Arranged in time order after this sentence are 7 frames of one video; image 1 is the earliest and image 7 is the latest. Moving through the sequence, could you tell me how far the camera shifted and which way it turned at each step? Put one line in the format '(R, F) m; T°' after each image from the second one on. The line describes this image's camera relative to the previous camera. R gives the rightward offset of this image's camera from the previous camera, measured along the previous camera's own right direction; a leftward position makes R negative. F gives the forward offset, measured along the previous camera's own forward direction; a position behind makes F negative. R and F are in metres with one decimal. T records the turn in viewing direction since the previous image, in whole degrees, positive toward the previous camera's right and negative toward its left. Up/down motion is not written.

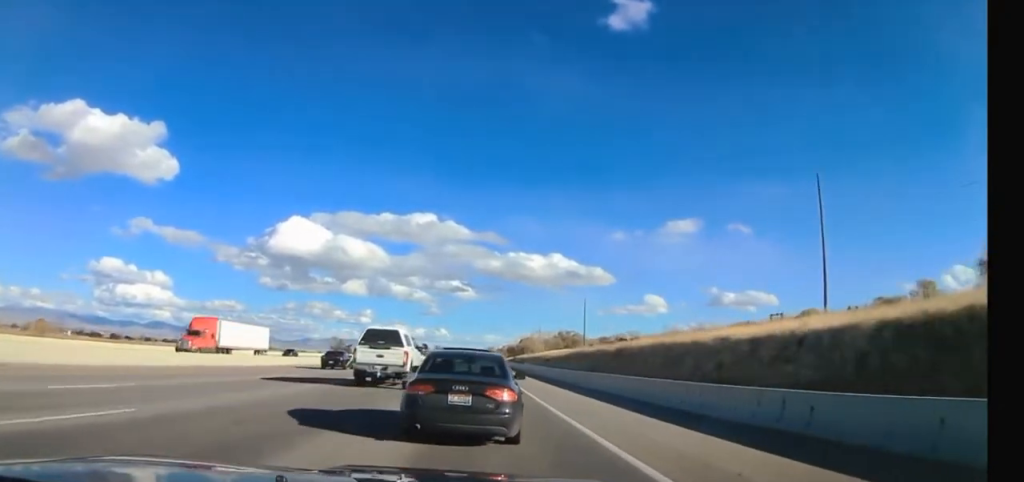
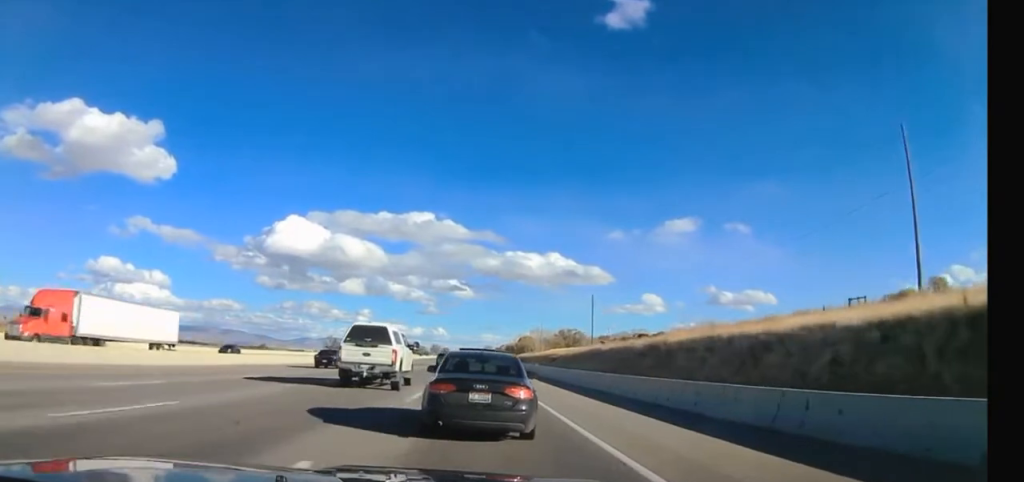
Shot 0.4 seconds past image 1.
(-0.3, +11.4) m; 0°
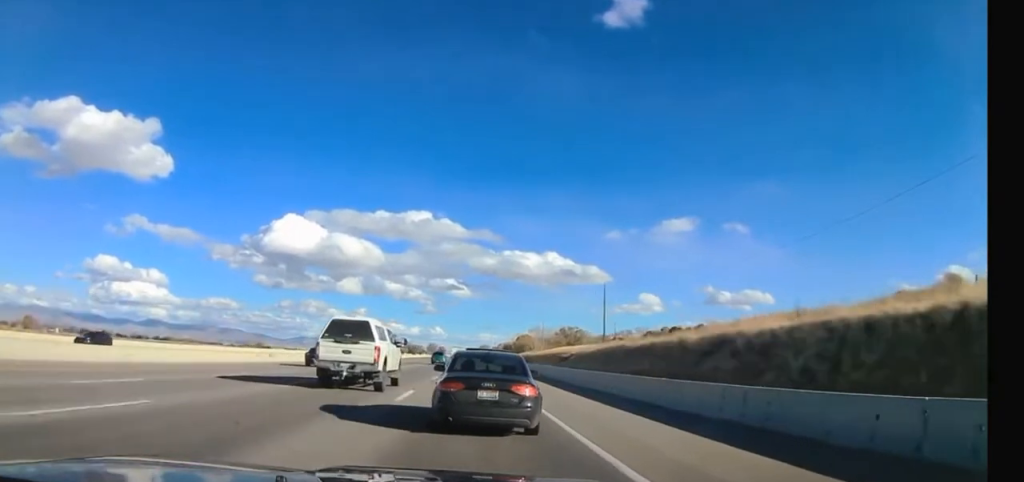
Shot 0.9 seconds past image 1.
(+0.1, +13.7) m; +1°
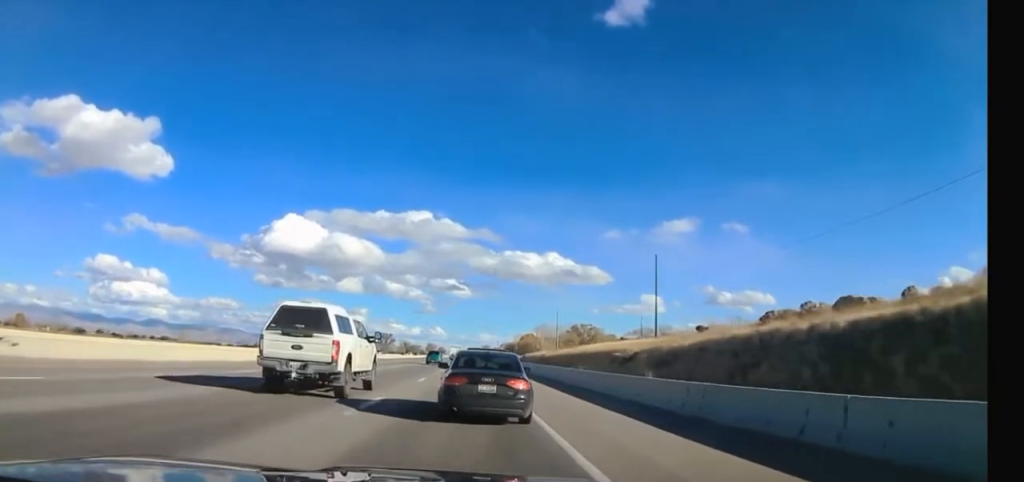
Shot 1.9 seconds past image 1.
(+0.6, +32.3) m; +2°
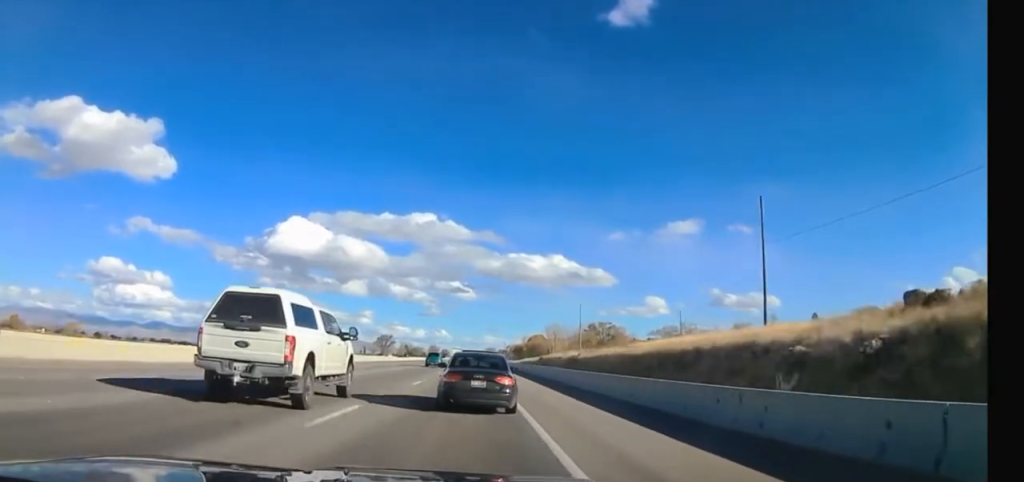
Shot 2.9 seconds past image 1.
(+0.3, +32.9) m; 0°
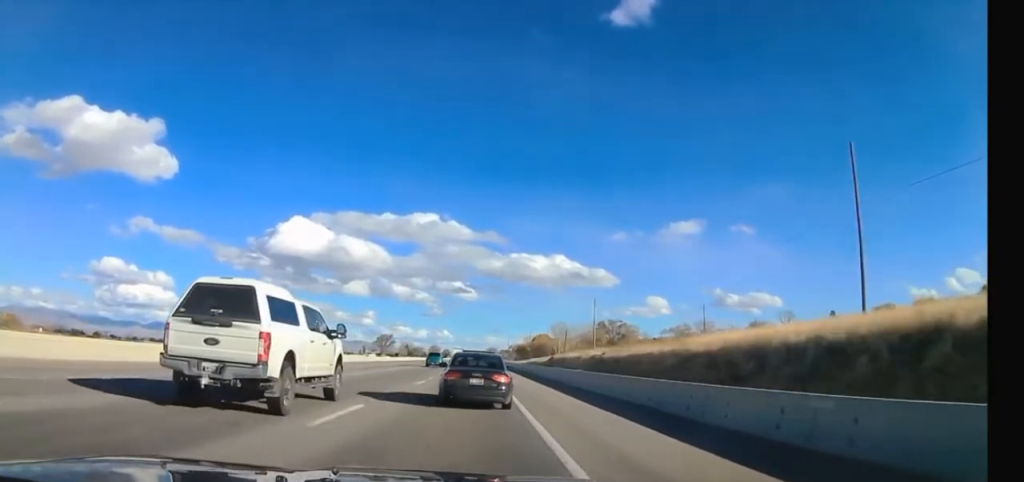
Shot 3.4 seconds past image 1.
(+0.1, +14.8) m; 0°
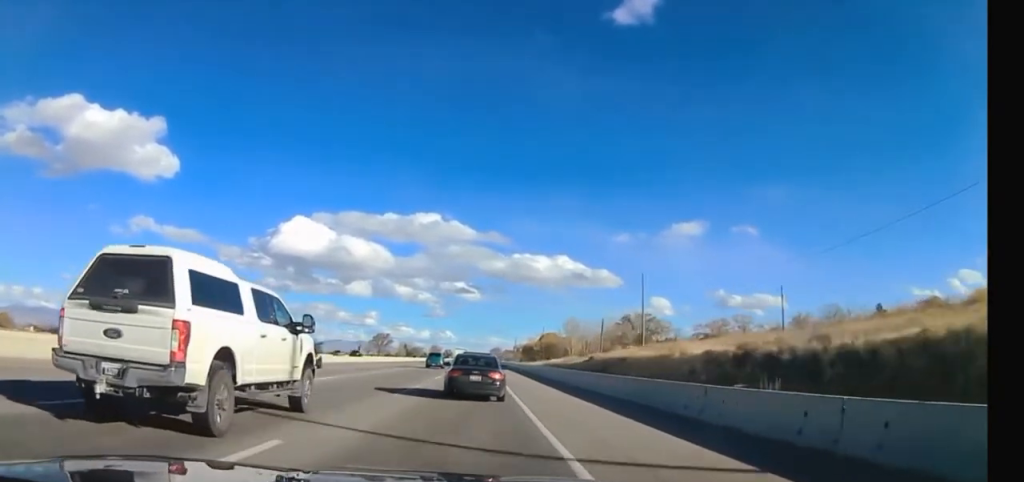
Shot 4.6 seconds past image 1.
(-0.3, +36.4) m; -1°
